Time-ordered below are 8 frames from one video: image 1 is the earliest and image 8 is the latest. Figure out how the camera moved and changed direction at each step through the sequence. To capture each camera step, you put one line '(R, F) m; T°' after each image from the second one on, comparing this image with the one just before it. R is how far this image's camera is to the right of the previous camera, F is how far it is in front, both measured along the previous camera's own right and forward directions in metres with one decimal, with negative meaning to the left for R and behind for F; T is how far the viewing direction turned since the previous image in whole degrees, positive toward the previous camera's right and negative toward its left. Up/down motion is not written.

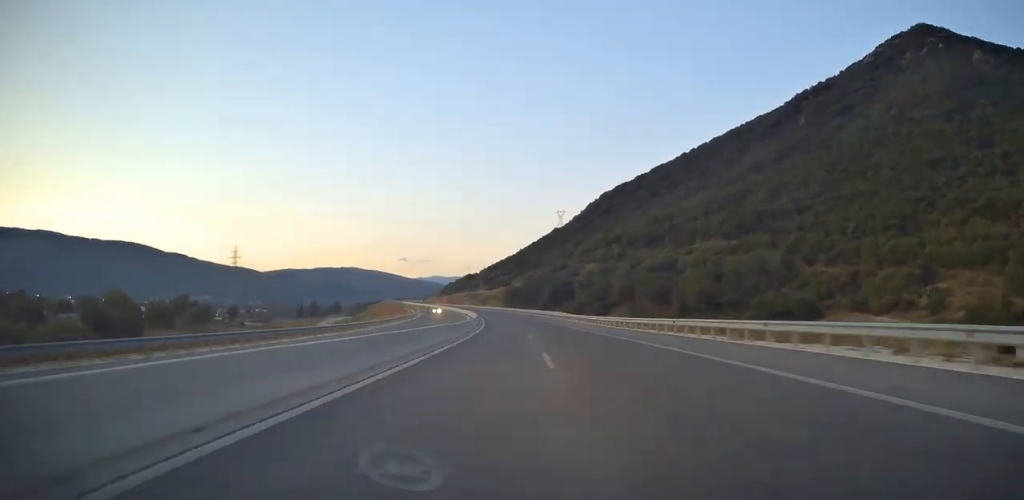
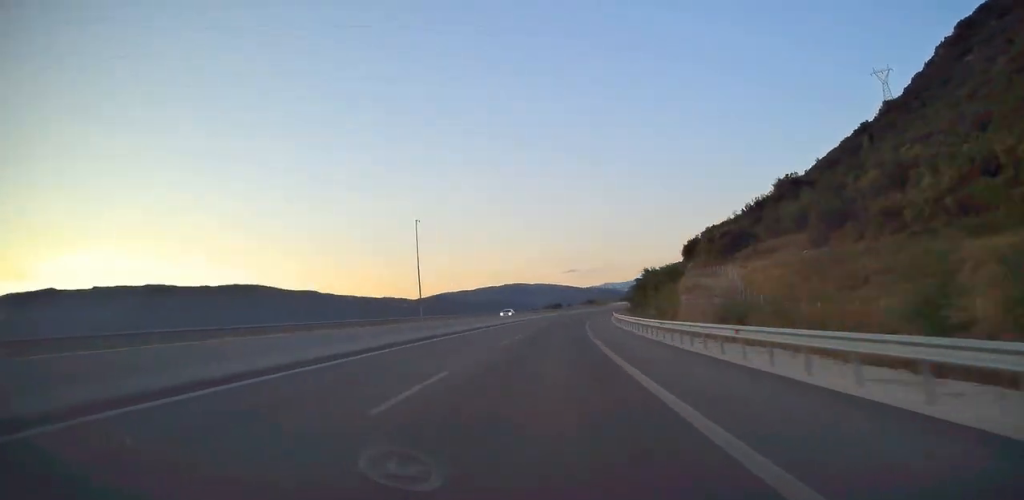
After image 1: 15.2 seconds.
(-40.8, +387.5) m; -2°
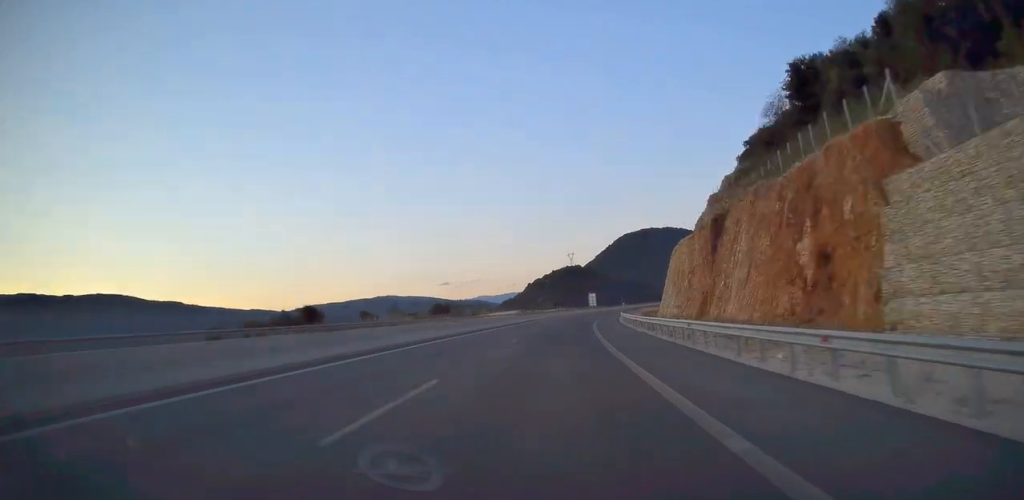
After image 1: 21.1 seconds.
(+7.8, +150.6) m; +9°
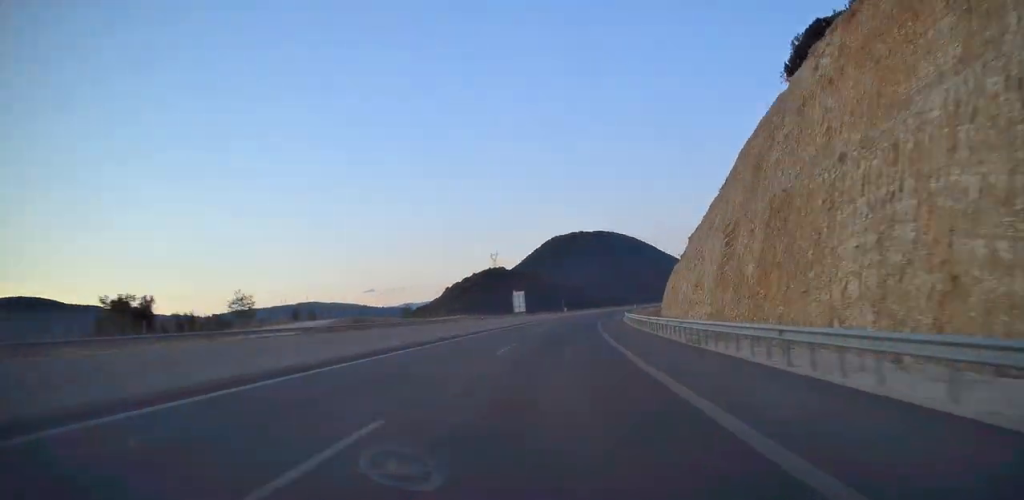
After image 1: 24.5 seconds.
(+4.7, +89.3) m; +7°
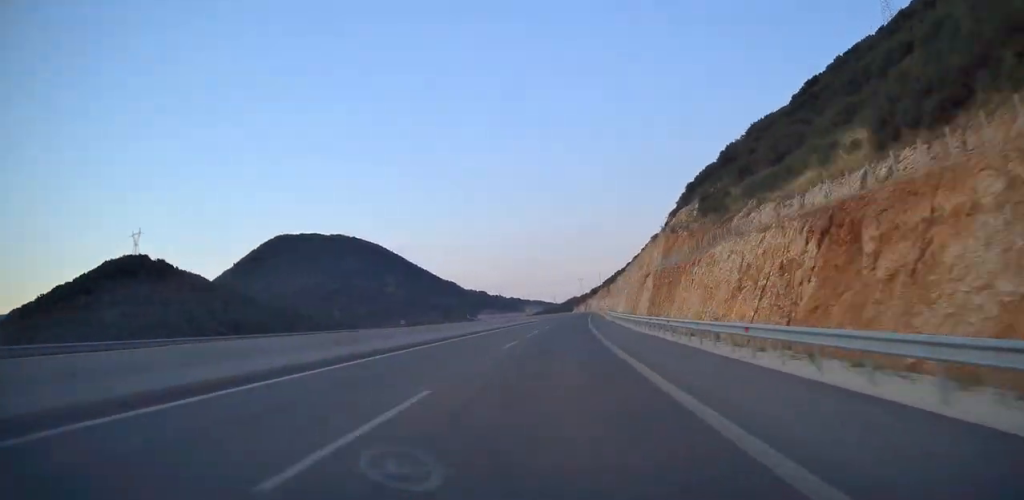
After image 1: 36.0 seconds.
(+52.4, +284.2) m; +17°
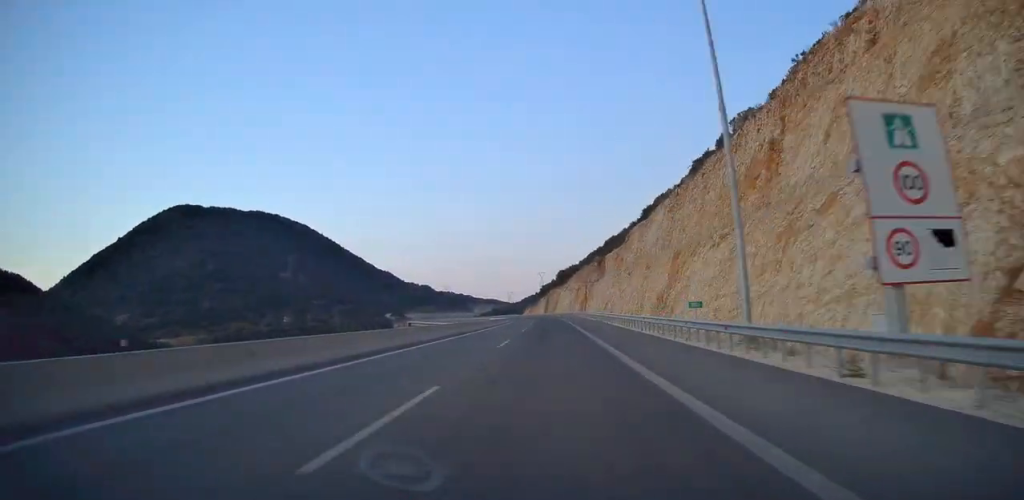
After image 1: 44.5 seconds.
(+13.4, +211.9) m; +1°
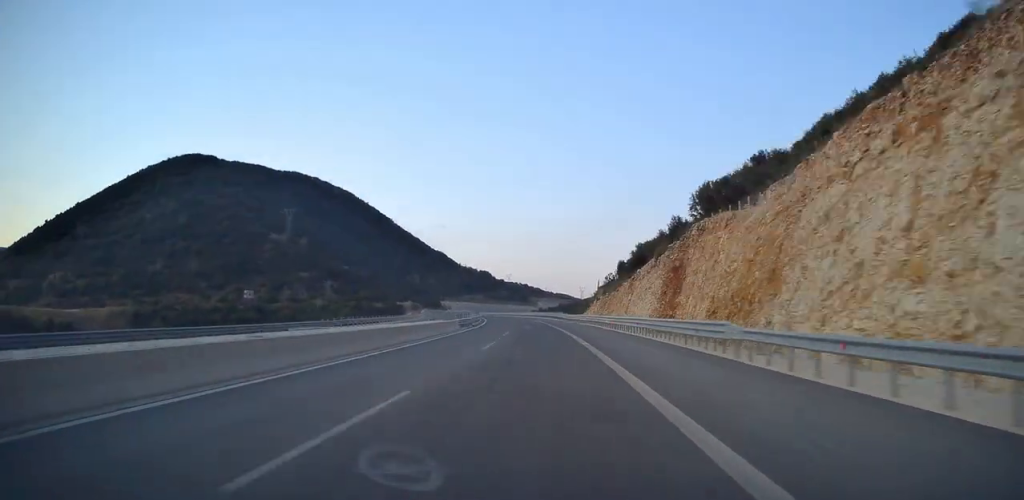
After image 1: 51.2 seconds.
(-1.7, +162.9) m; -6°
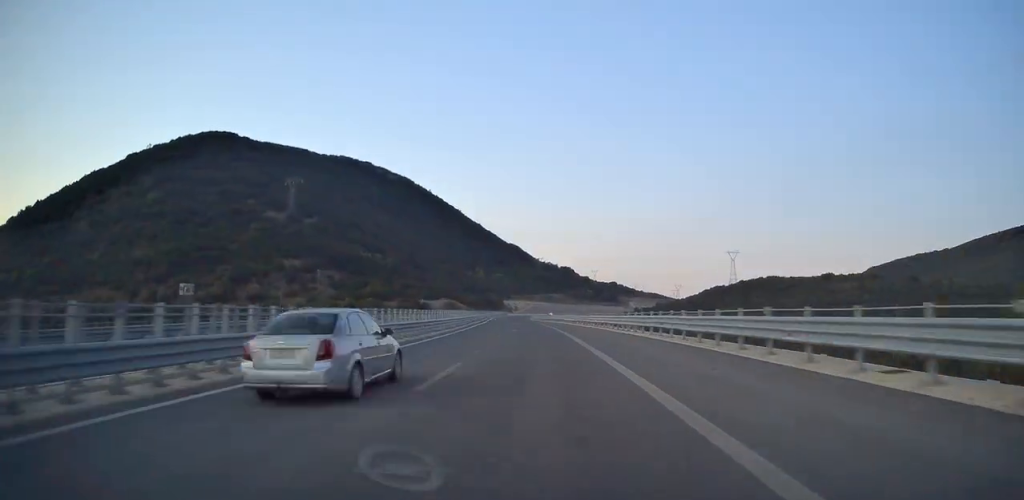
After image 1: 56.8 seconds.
(-11.5, +134.5) m; -5°
